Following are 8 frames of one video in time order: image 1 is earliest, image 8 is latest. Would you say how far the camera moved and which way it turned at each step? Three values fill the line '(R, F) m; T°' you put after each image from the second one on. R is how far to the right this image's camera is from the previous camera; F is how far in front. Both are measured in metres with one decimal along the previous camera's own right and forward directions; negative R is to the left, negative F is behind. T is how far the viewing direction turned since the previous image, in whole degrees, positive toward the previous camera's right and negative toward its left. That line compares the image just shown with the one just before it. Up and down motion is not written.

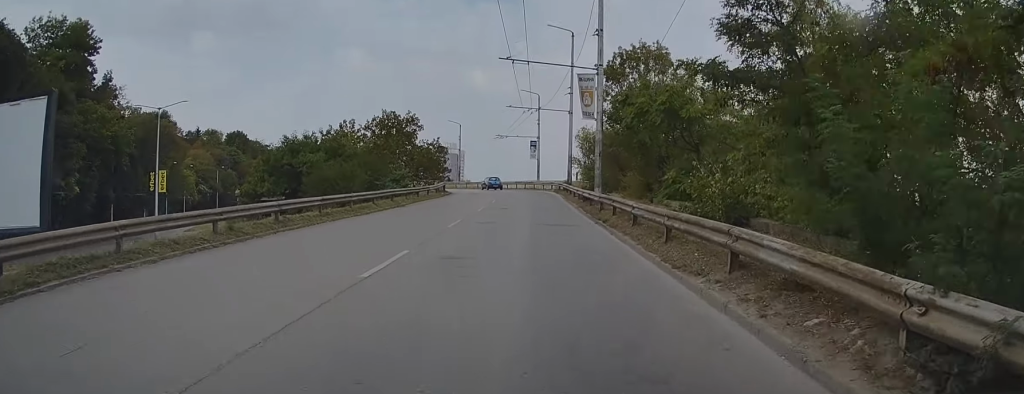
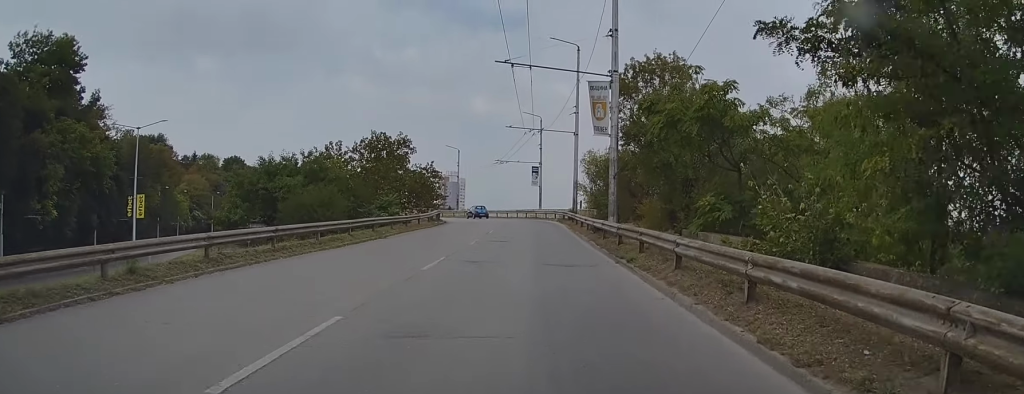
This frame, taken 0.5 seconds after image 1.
(-0.2, +4.5) m; 0°
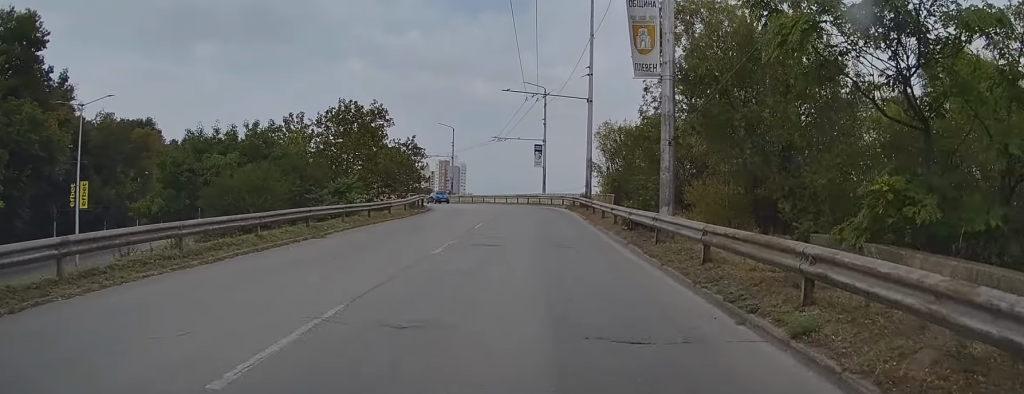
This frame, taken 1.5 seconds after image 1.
(-0.1, +9.3) m; -1°
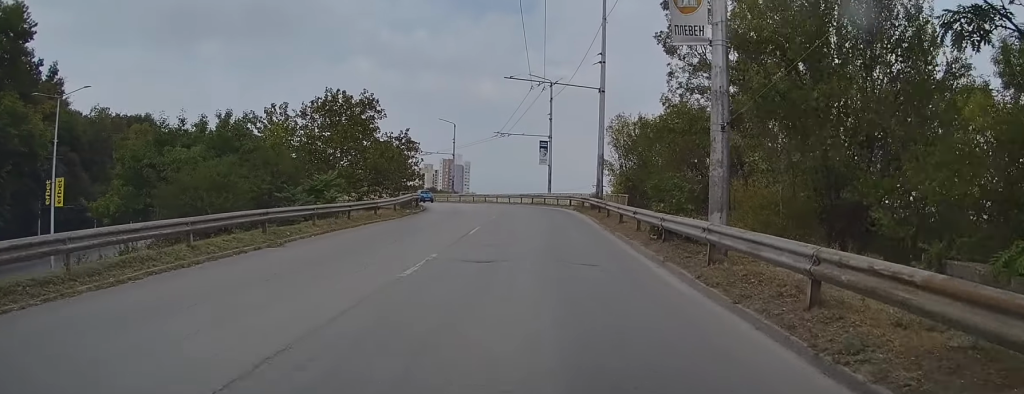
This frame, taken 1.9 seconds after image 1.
(+0.1, +3.9) m; 0°
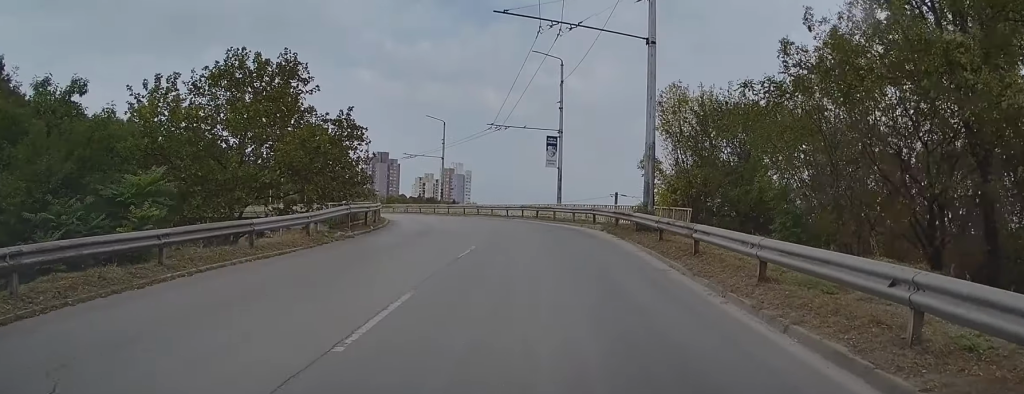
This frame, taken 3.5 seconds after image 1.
(-0.2, +13.5) m; 0°
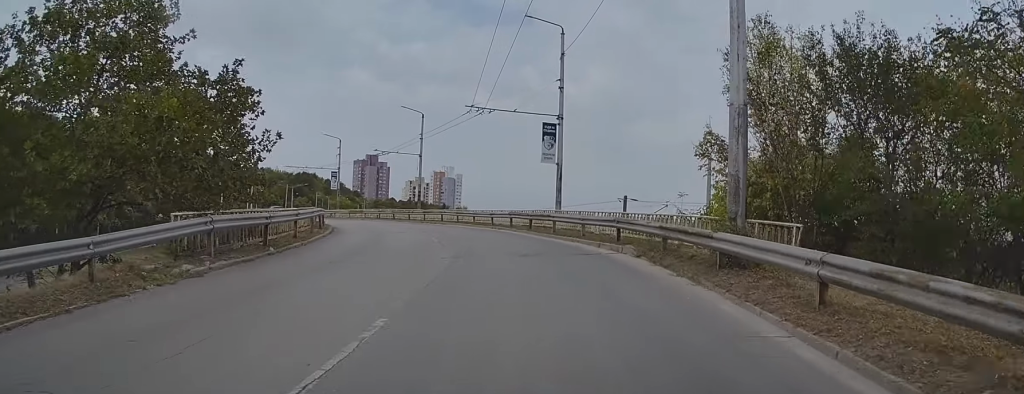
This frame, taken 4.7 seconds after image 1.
(0.0, +9.8) m; -1°
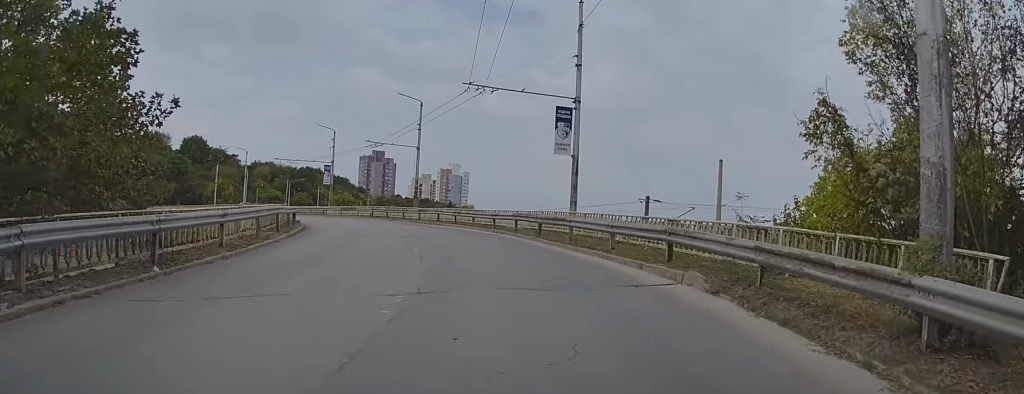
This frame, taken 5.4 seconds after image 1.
(-0.1, +5.6) m; -1°
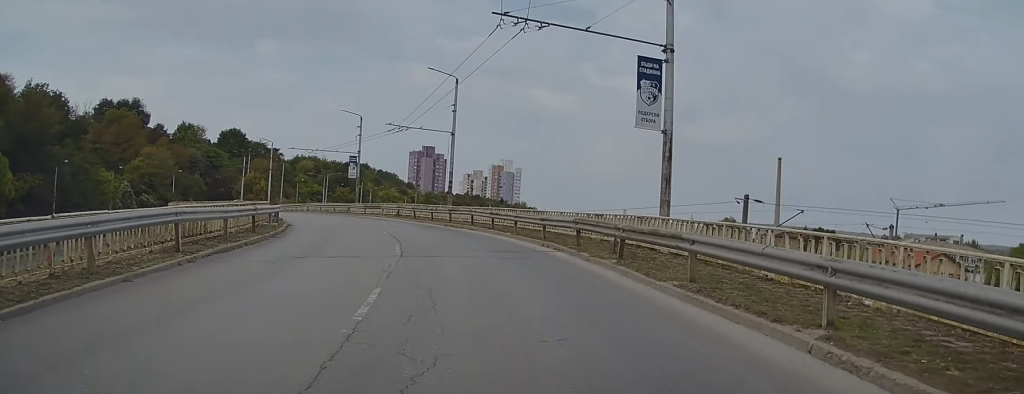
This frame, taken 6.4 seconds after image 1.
(-0.1, +9.5) m; -3°
